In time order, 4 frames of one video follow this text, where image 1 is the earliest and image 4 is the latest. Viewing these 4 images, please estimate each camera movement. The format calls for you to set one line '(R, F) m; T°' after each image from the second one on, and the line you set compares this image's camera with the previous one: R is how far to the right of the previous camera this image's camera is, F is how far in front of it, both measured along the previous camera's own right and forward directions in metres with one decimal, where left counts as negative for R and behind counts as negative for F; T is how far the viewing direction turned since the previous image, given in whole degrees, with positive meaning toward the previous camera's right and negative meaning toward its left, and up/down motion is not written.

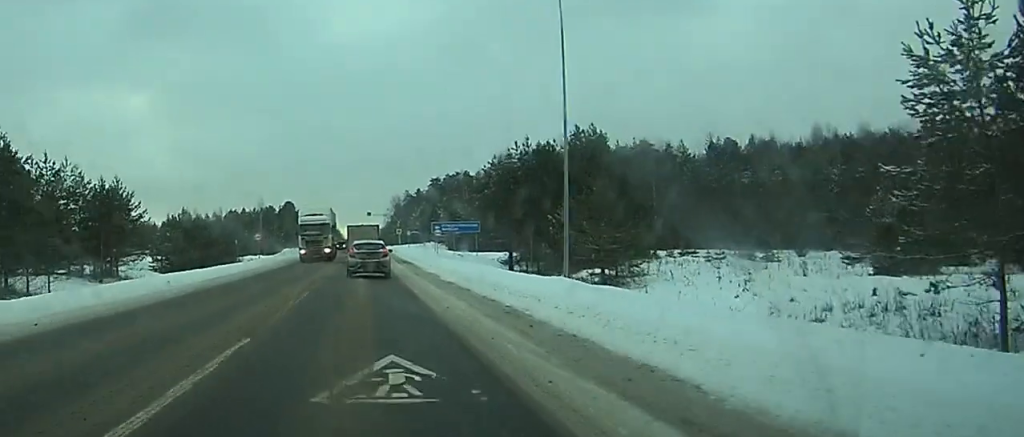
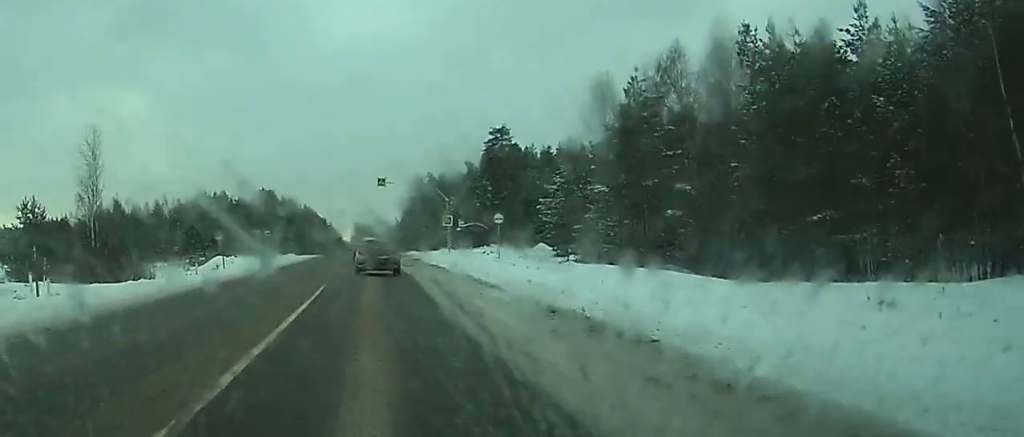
(+1.0, +100.6) m; +1°
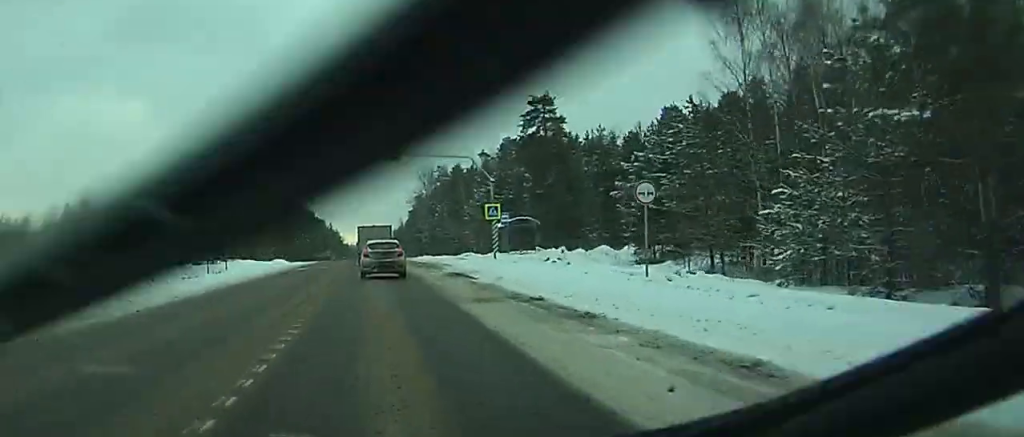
(-0.1, +28.4) m; 0°
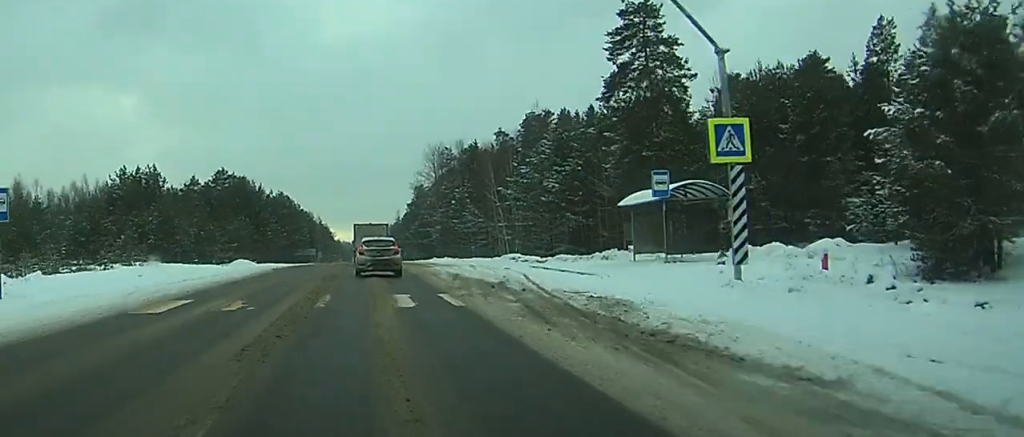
(0.0, +37.2) m; 0°
